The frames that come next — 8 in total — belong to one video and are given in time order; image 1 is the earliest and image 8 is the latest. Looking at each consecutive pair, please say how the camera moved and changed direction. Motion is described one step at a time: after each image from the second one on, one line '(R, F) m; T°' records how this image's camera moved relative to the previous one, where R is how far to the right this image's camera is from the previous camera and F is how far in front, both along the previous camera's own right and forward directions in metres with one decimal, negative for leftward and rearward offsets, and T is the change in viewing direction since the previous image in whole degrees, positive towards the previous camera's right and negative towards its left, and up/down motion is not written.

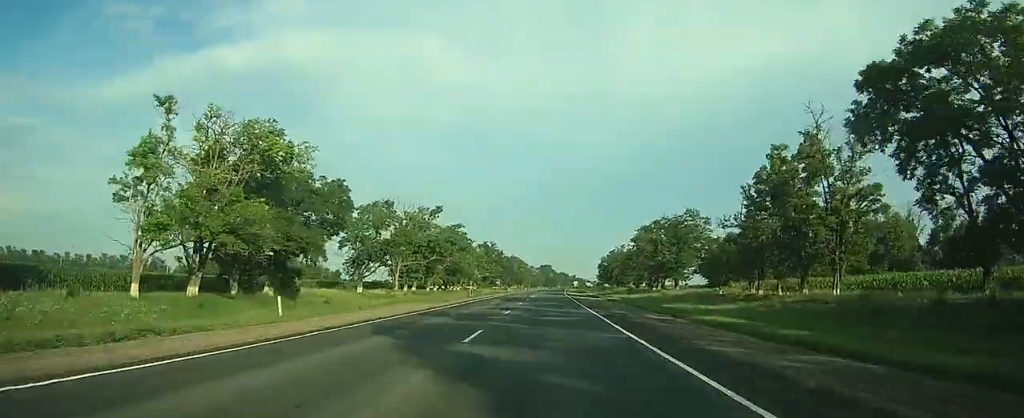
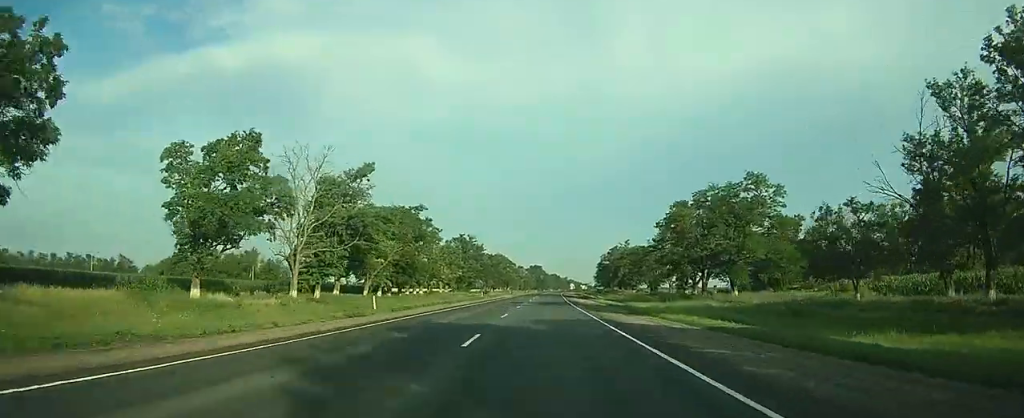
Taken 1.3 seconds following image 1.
(0.0, +36.1) m; +1°
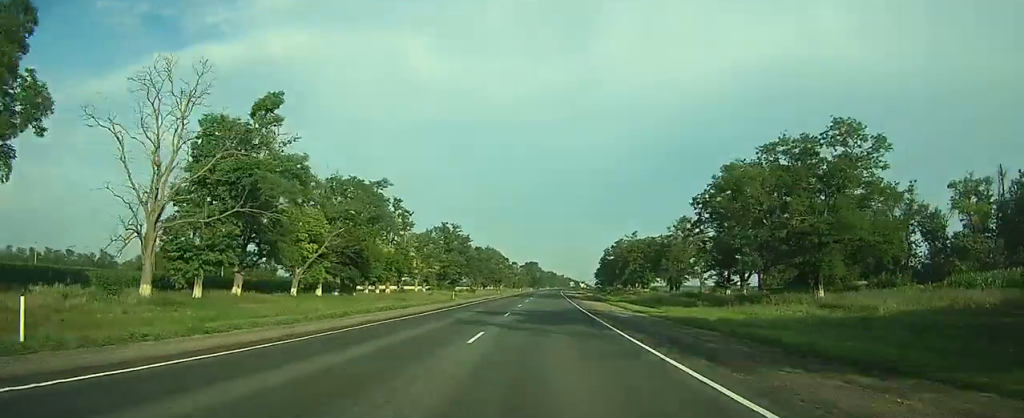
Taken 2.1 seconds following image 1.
(+0.1, +23.0) m; +1°
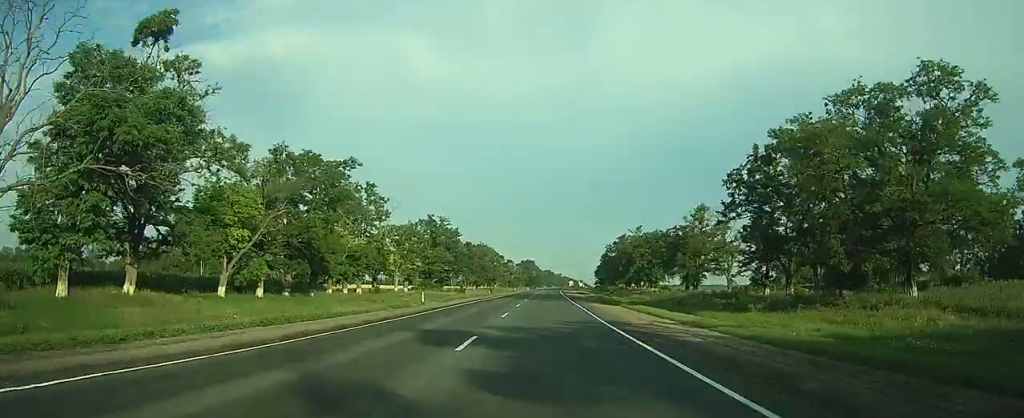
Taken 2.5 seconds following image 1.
(+0.2, +13.5) m; +1°
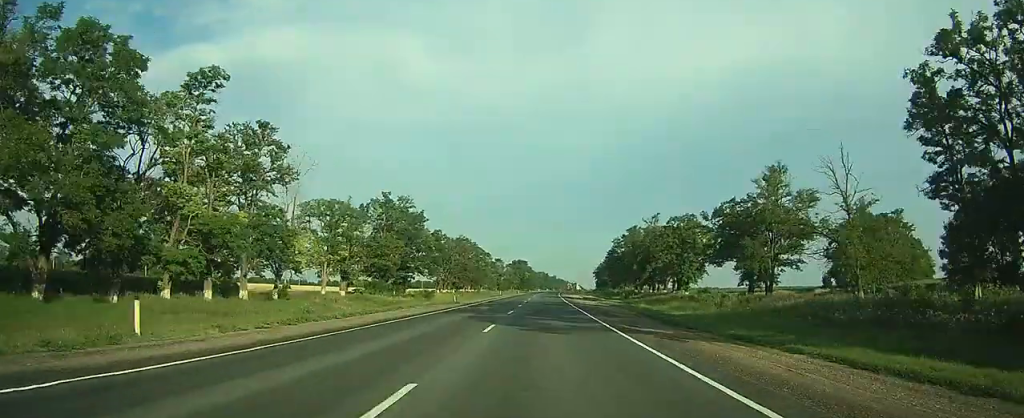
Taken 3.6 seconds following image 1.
(+0.2, +30.9) m; +1°
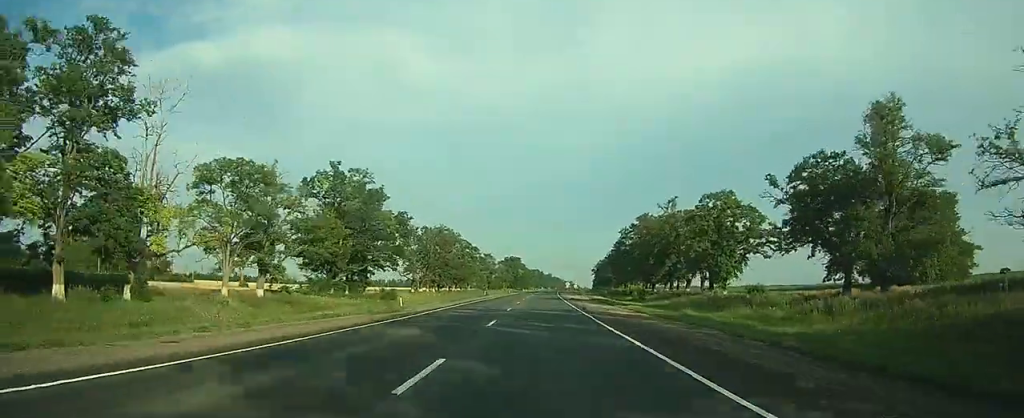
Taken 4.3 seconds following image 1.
(+0.1, +21.3) m; +1°
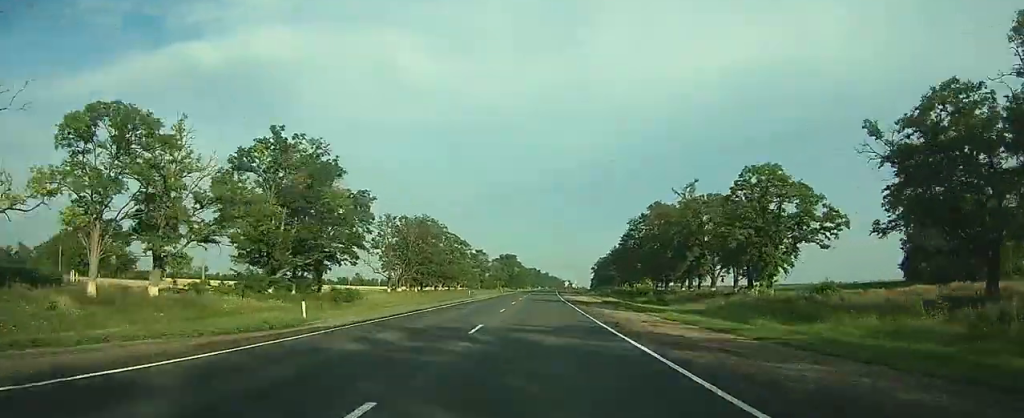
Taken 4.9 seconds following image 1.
(0.0, +15.5) m; 0°
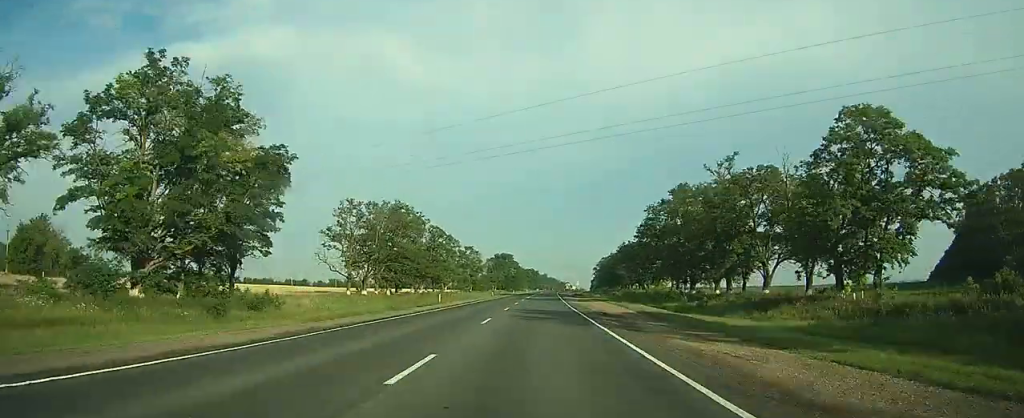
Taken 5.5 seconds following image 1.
(+0.2, +19.2) m; 0°
